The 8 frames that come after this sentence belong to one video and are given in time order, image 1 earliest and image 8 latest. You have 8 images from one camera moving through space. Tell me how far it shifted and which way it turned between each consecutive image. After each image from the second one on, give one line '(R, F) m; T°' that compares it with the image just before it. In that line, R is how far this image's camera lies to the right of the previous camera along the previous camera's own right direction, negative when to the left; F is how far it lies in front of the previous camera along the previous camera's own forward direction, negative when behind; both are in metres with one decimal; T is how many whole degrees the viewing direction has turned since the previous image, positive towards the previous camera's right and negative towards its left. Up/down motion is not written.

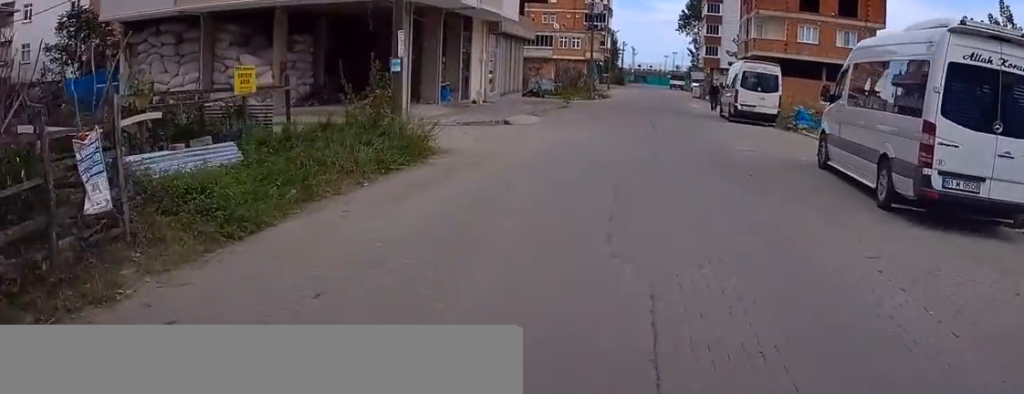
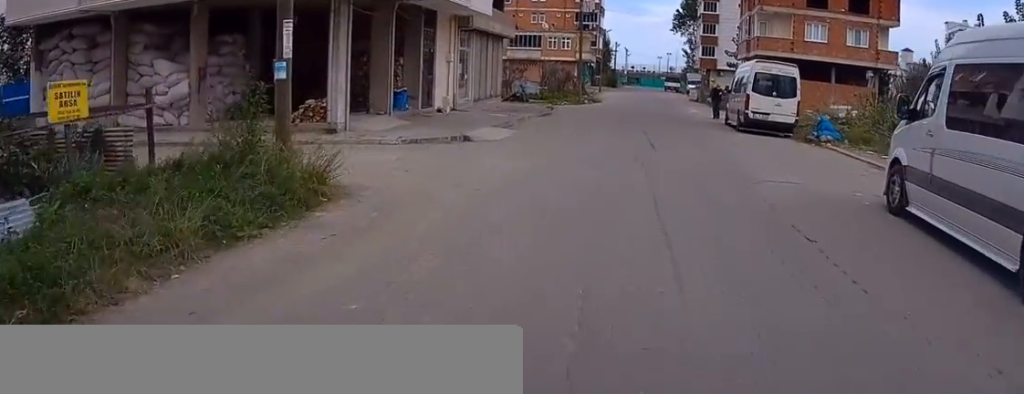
(+0.4, +5.4) m; +2°
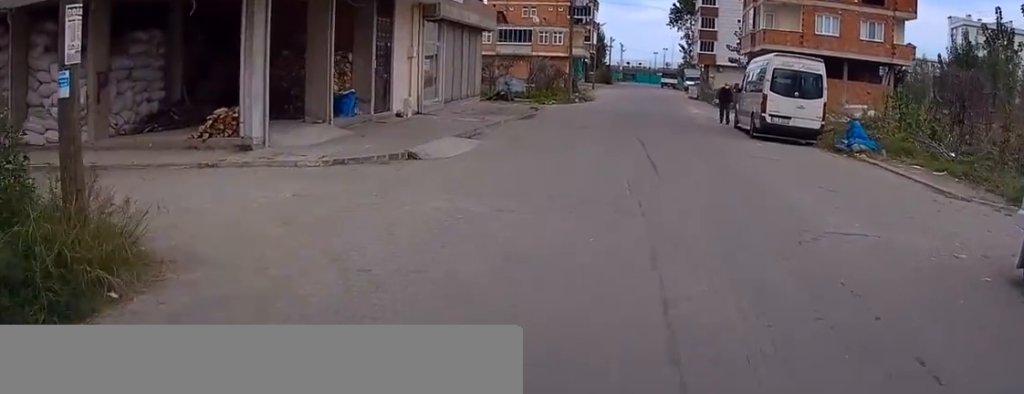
(-0.1, +5.1) m; -2°
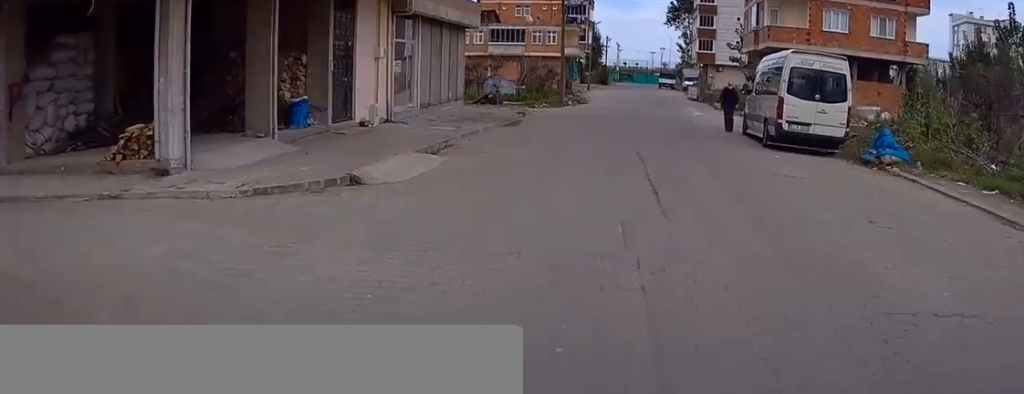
(0.0, +3.7) m; -1°
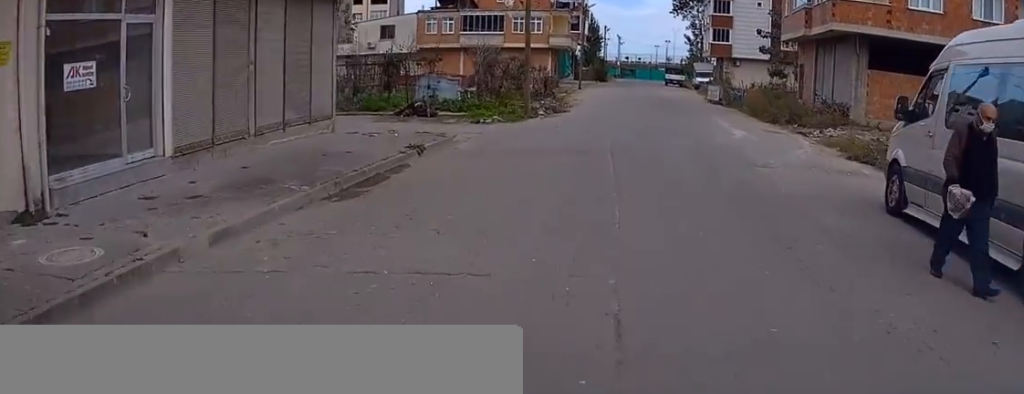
(+0.4, +17.0) m; +4°
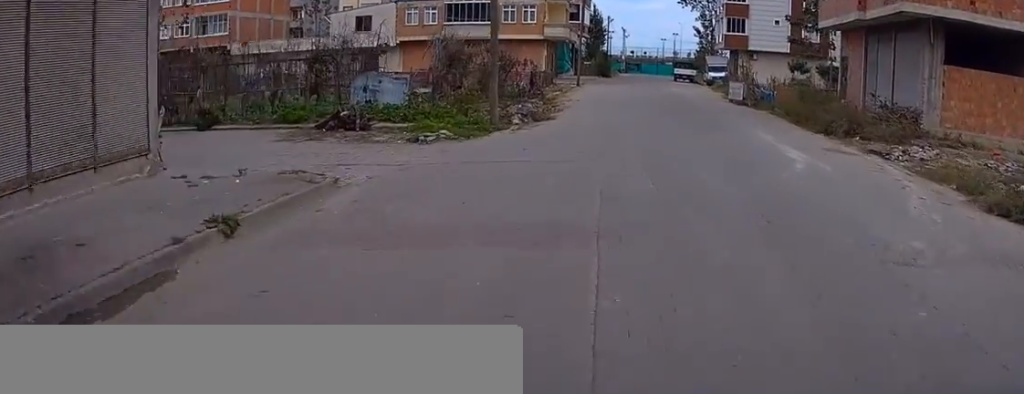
(+0.1, +8.6) m; +4°
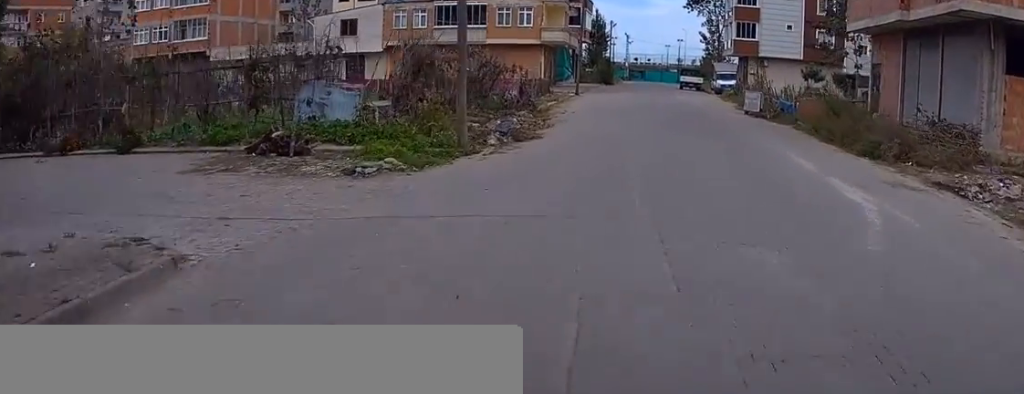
(+0.3, +4.1) m; +3°
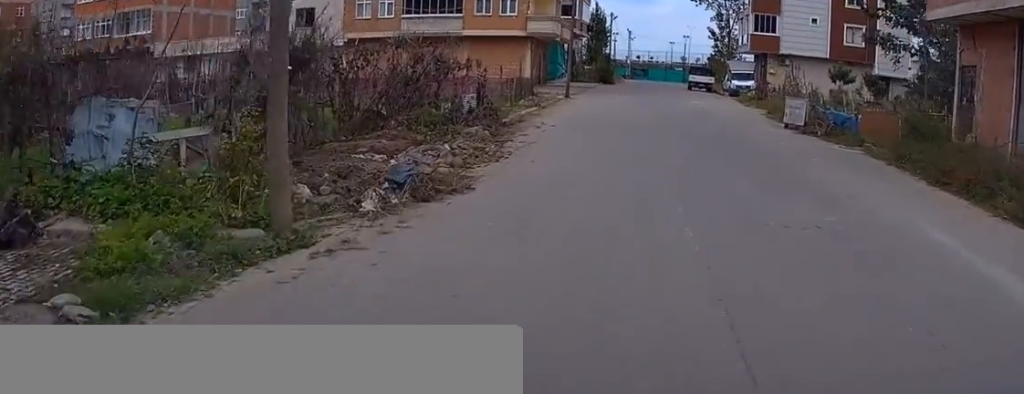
(+0.5, +8.4) m; +4°
